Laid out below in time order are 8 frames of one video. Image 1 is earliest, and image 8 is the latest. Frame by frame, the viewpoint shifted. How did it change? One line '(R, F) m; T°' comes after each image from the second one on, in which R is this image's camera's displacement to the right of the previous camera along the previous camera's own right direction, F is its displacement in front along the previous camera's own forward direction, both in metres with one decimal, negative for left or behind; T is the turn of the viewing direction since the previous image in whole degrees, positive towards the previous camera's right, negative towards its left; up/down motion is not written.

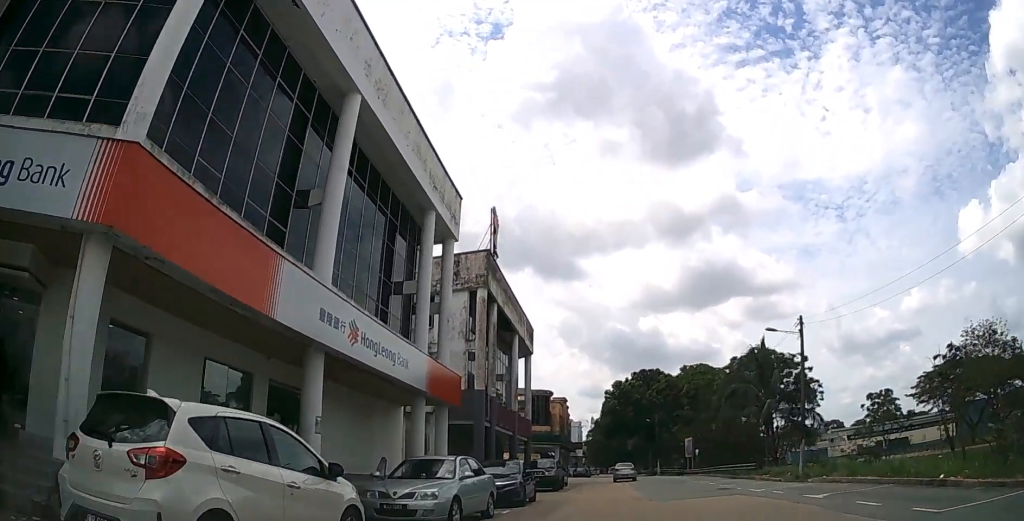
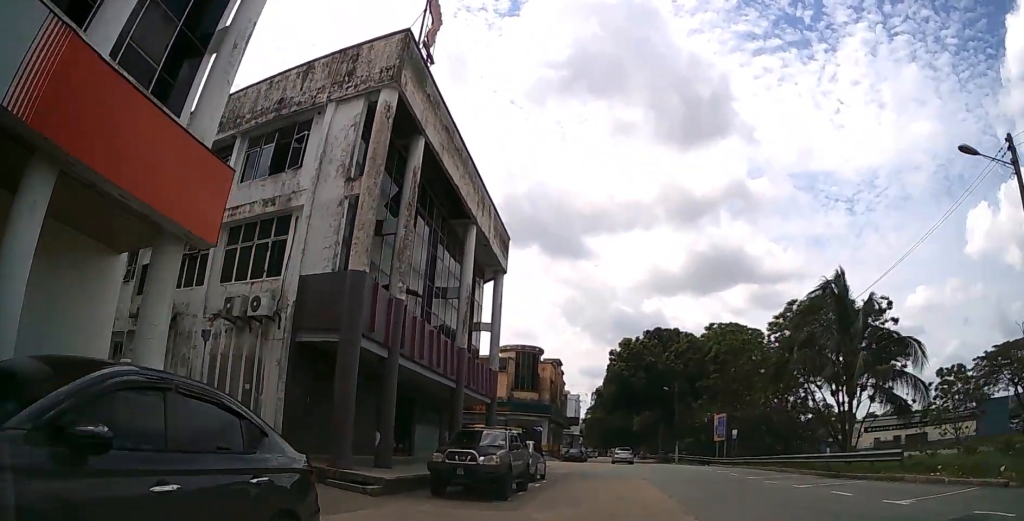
(+0.2, +15.0) m; +2°
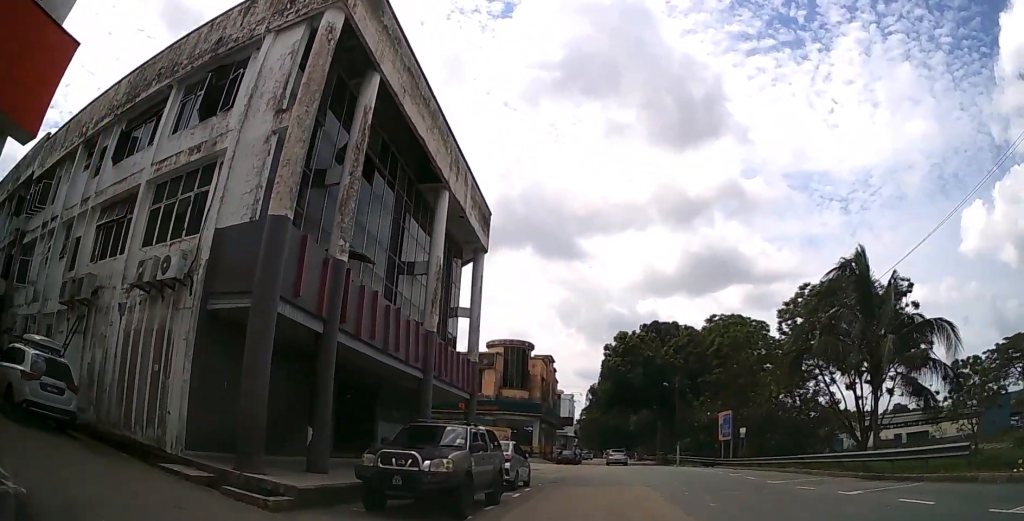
(0.0, +3.8) m; +1°
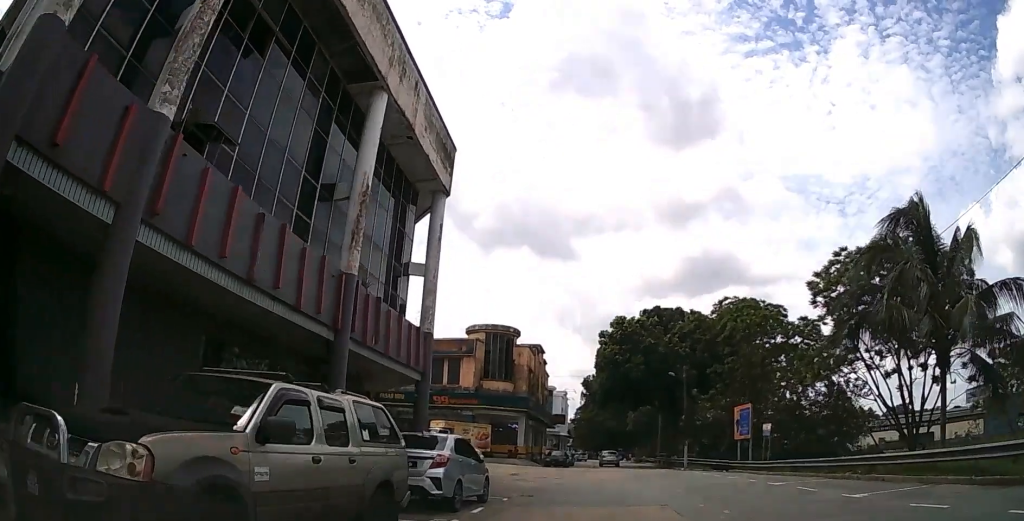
(+0.1, +6.5) m; +1°
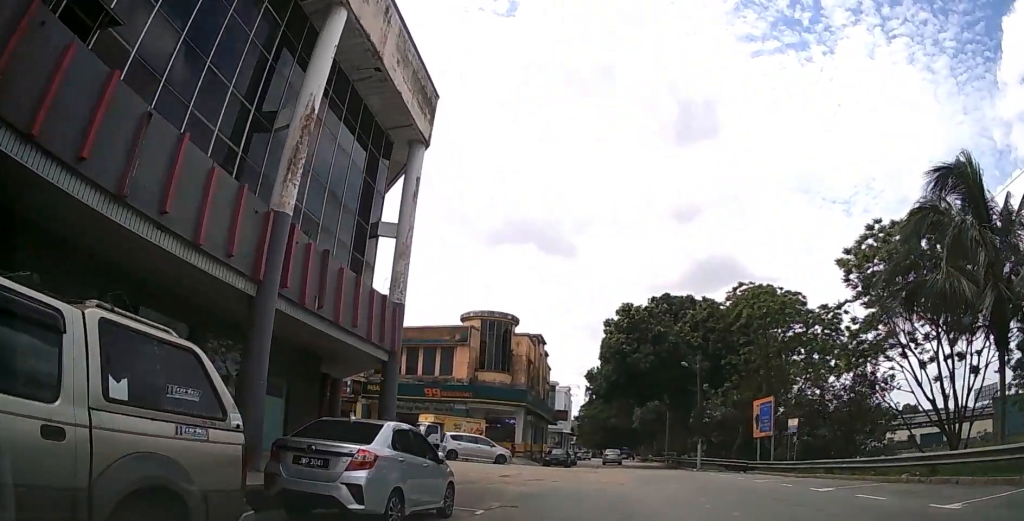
(0.0, +3.6) m; 0°
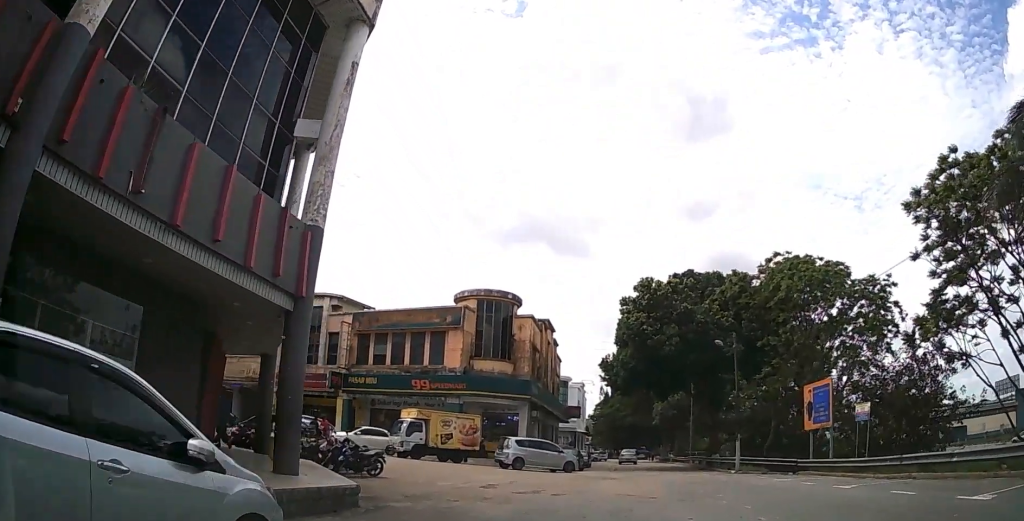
(0.0, +6.3) m; 0°
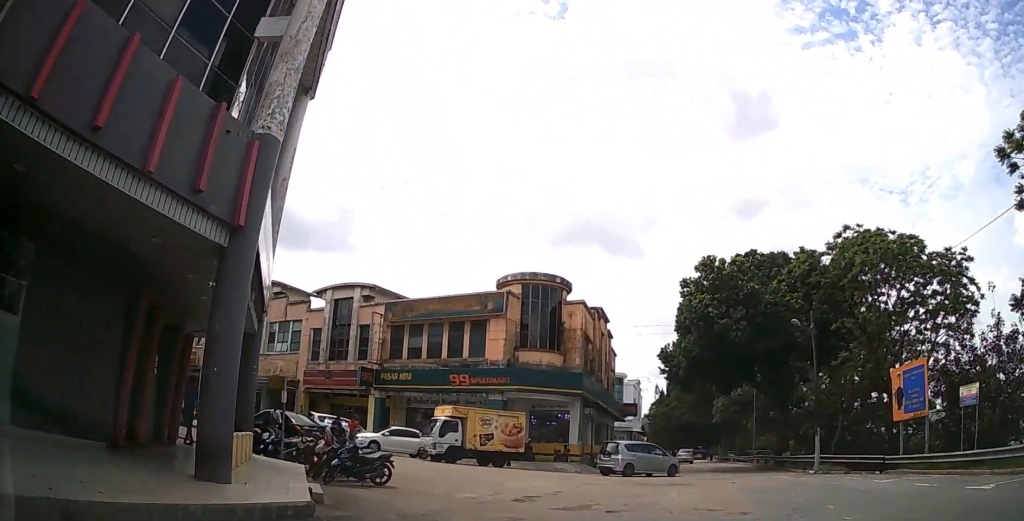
(0.0, +3.9) m; -2°
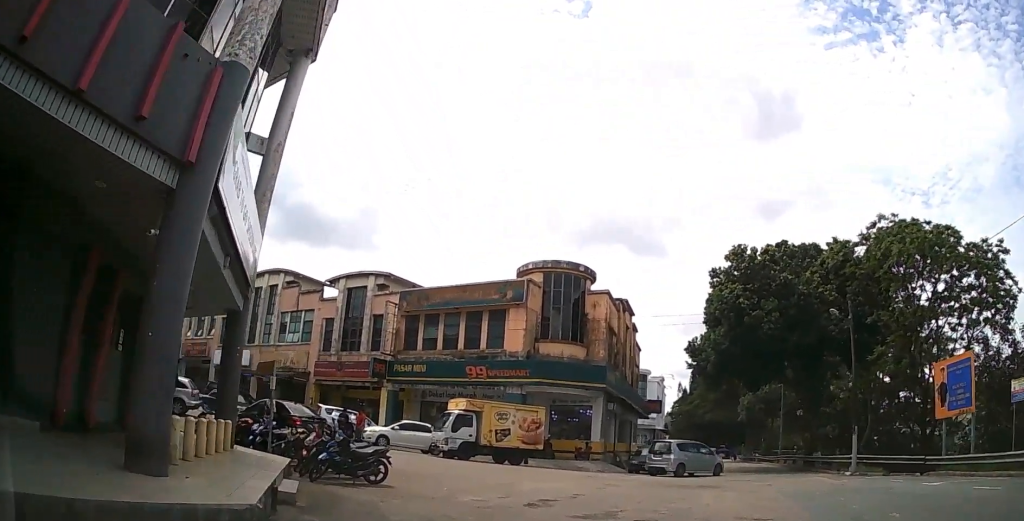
(0.0, +1.9) m; -2°
